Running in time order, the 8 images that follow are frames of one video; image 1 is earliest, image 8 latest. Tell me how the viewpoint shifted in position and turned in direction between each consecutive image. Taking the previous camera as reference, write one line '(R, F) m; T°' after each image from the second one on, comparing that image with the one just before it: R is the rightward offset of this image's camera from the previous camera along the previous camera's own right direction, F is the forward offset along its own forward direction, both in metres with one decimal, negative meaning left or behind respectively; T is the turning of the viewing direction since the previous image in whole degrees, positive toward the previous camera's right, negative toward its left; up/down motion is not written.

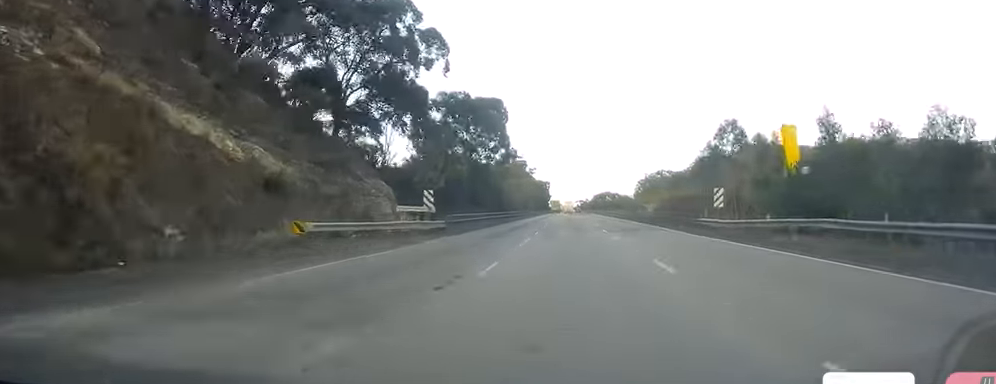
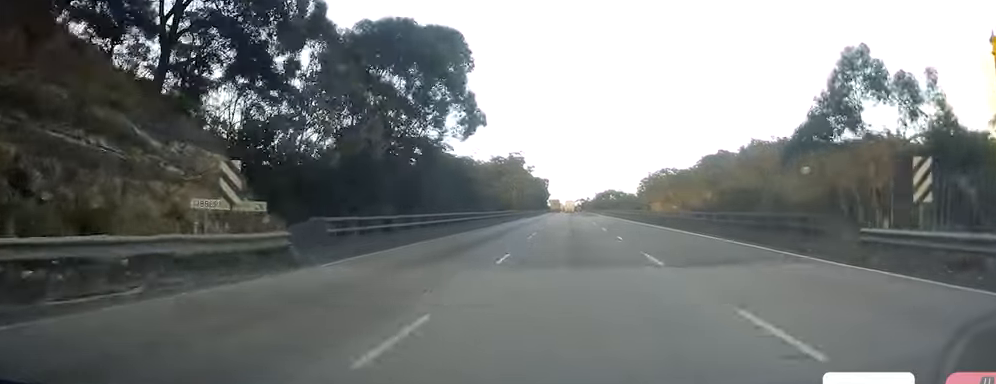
(0.0, +21.2) m; -1°
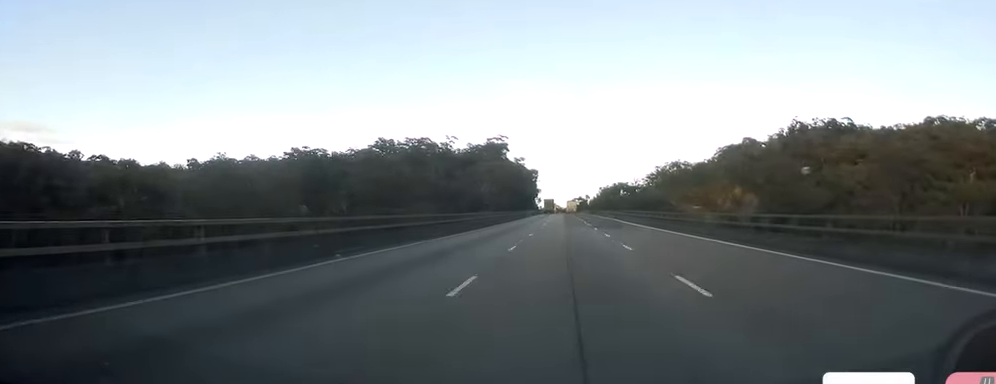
(-1.4, +66.2) m; 0°
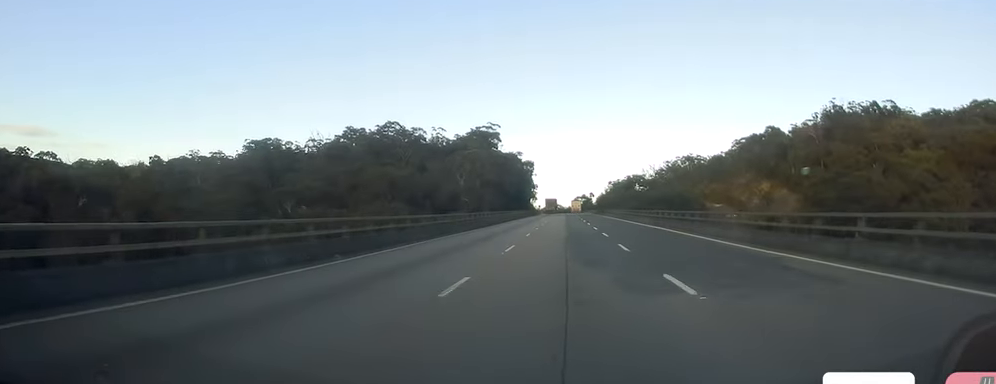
(+0.4, +35.5) m; 0°
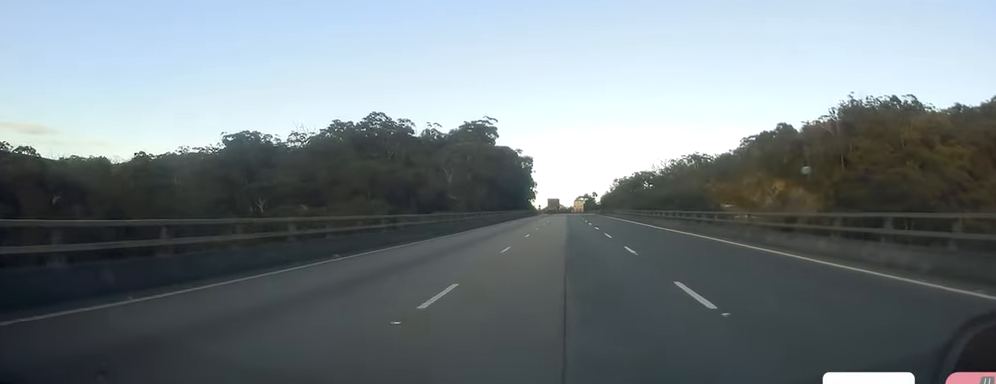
(-0.2, +13.5) m; 0°
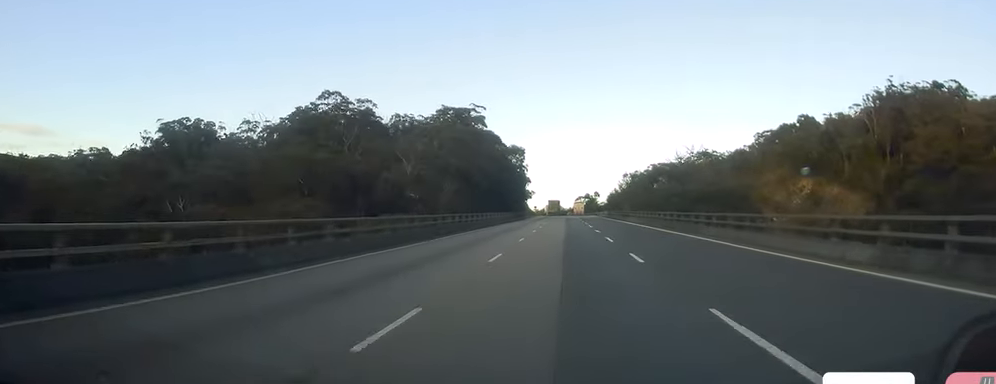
(+0.2, +26.9) m; 0°
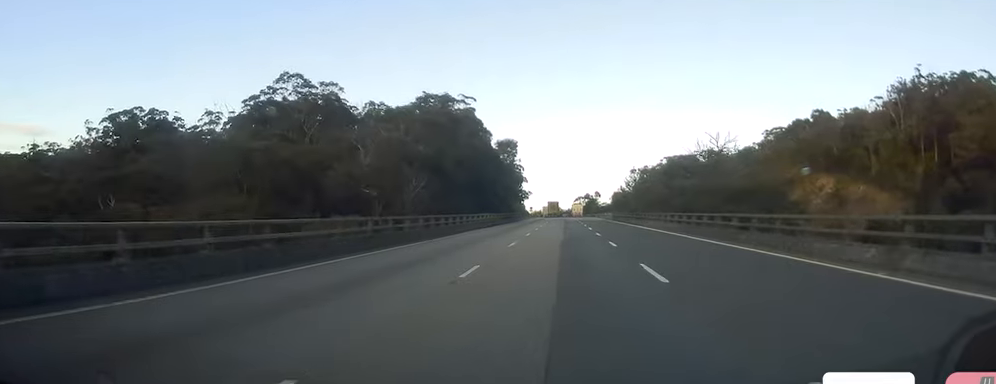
(+0.1, +16.3) m; 0°
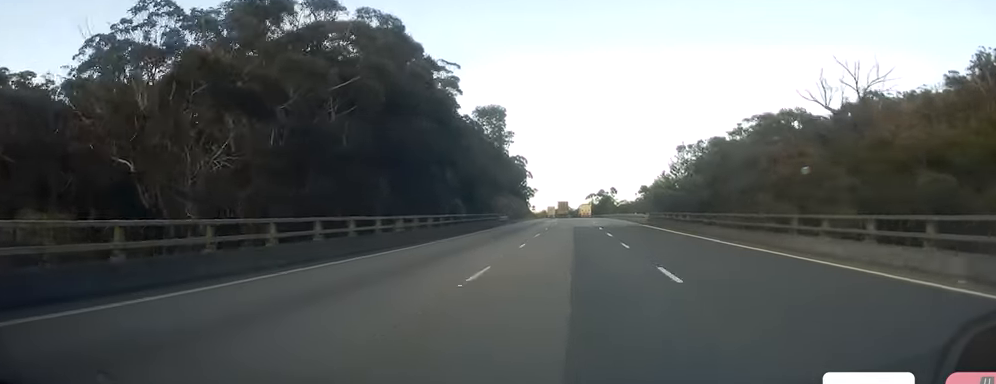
(-0.2, +36.6) m; 0°
